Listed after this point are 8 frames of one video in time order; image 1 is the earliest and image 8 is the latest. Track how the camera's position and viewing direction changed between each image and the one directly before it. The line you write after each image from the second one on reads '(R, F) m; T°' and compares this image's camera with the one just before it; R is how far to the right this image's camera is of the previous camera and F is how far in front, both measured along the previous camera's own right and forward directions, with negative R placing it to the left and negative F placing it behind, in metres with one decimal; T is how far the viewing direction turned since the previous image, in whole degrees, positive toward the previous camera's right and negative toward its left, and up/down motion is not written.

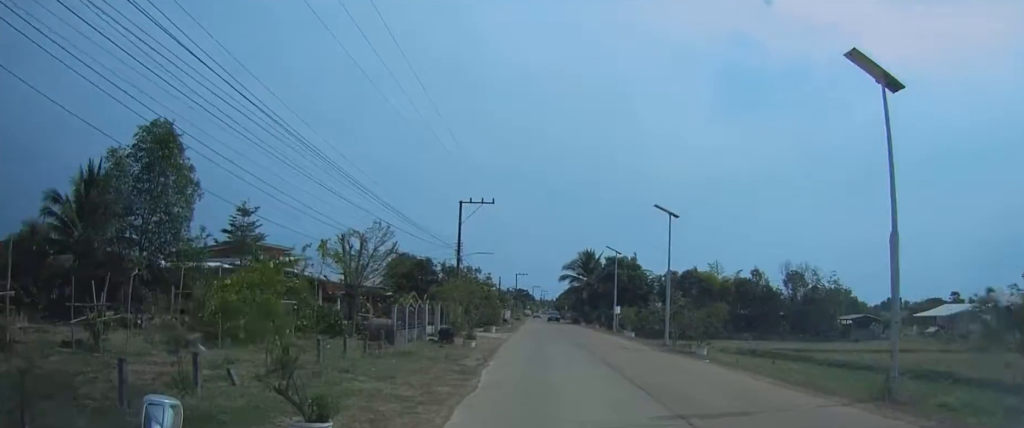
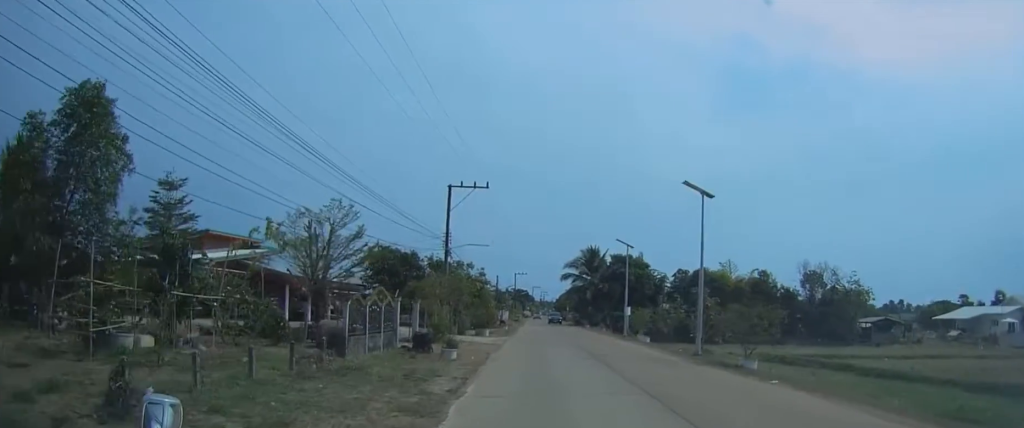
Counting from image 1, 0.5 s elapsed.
(0.0, +6.5) m; 0°
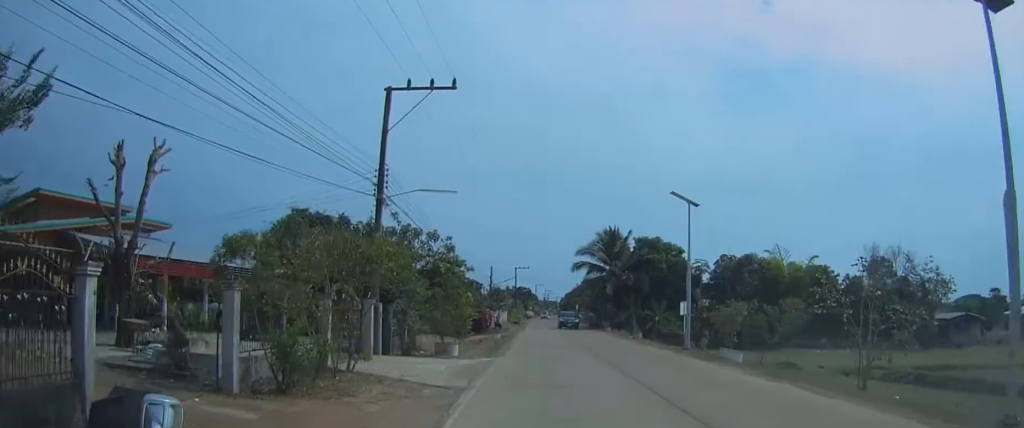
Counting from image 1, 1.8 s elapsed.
(0.0, +18.5) m; 0°
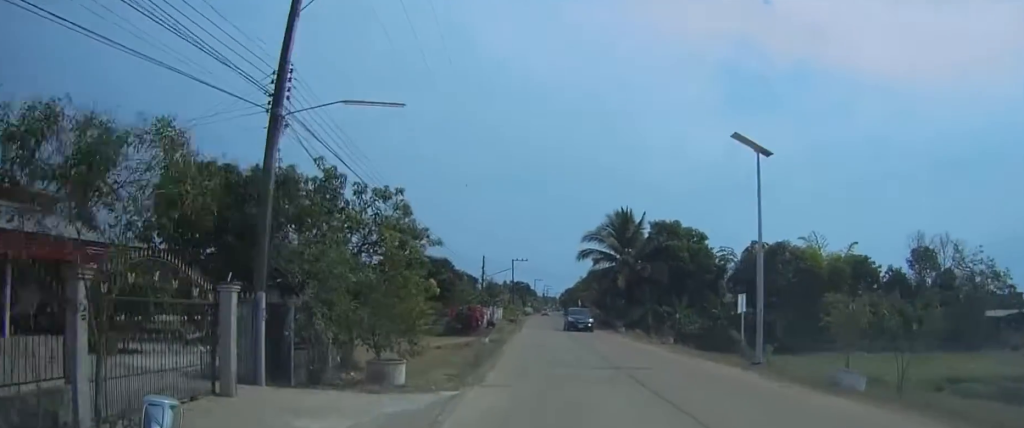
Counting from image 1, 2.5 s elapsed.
(-0.1, +9.7) m; 0°
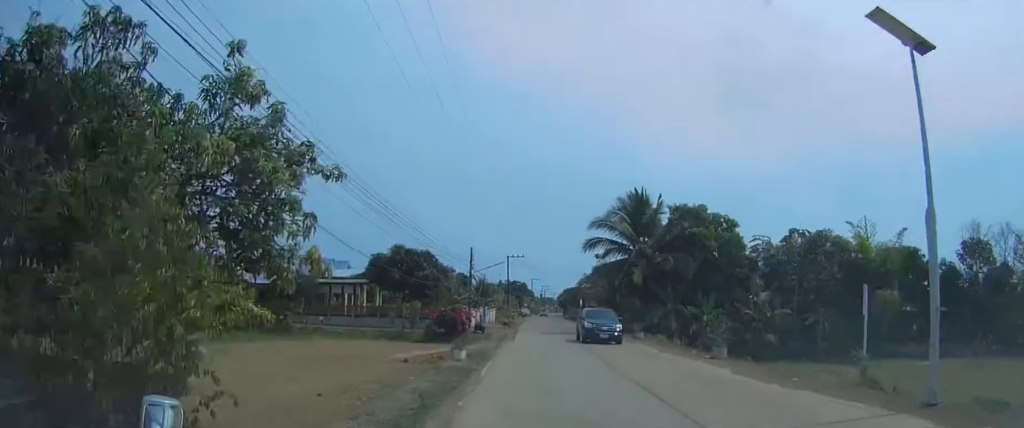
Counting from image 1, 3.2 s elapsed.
(0.0, +9.6) m; 0°
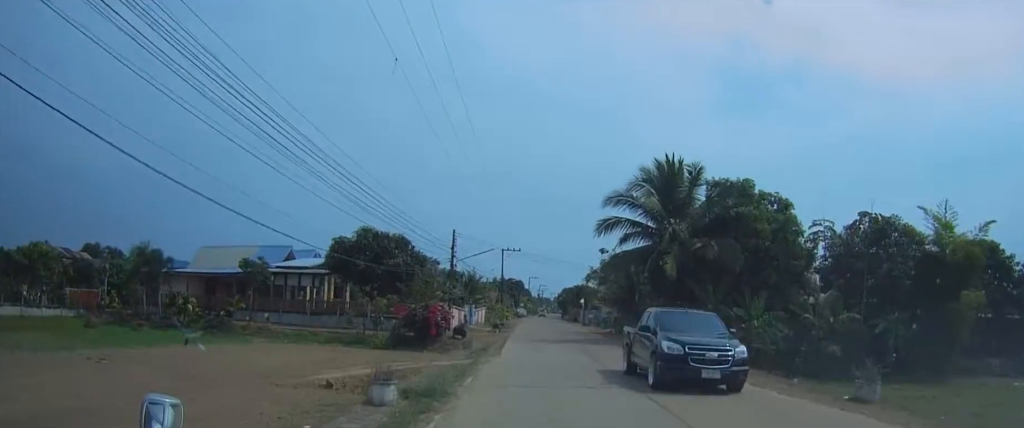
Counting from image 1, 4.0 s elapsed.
(+0.1, +10.7) m; 0°
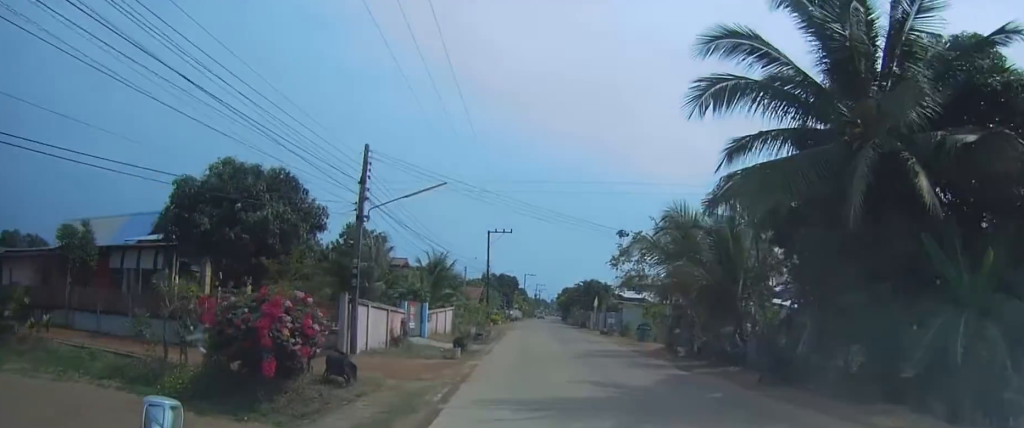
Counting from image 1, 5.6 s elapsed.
(+0.1, +20.1) m; +1°
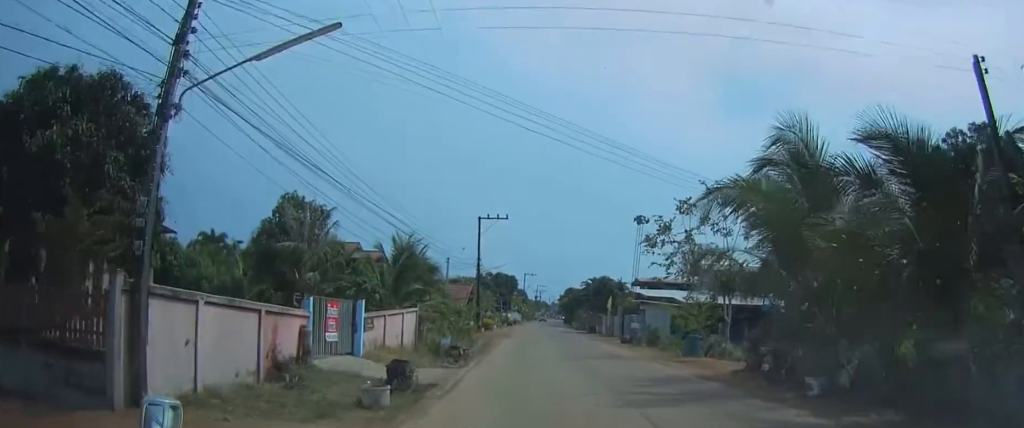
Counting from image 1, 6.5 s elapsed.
(+0.1, +9.6) m; 0°
